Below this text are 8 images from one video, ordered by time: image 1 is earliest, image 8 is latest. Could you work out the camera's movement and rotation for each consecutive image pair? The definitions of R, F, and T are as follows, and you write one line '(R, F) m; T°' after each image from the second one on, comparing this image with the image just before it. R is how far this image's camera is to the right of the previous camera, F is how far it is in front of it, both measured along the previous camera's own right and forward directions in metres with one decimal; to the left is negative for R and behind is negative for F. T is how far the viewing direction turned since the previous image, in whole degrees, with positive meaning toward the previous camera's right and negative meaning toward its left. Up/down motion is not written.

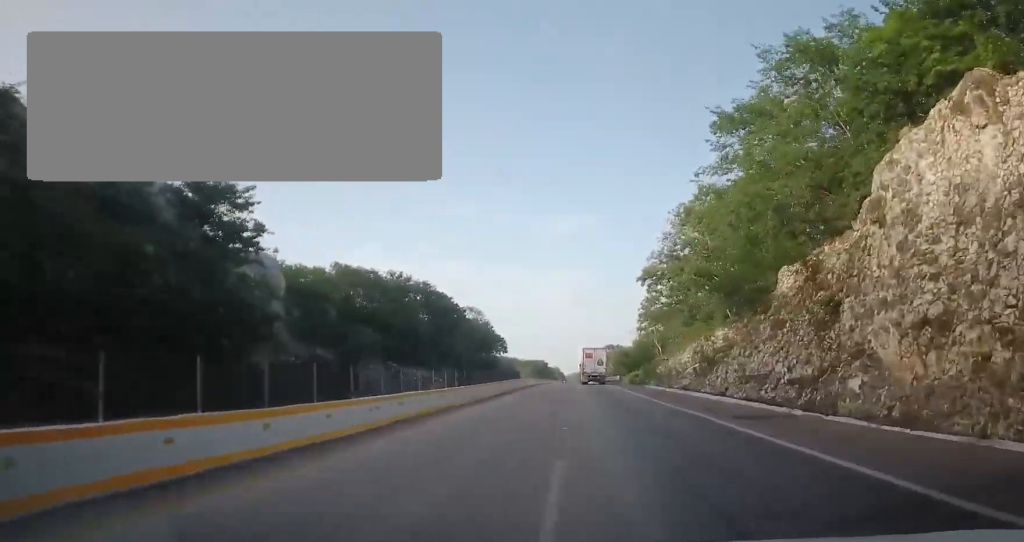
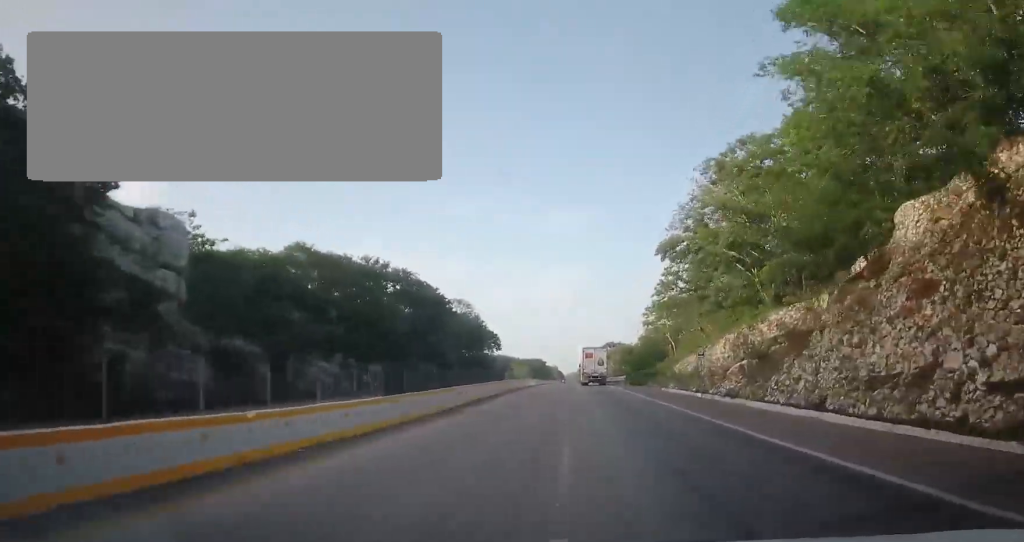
(+0.1, +11.7) m; 0°
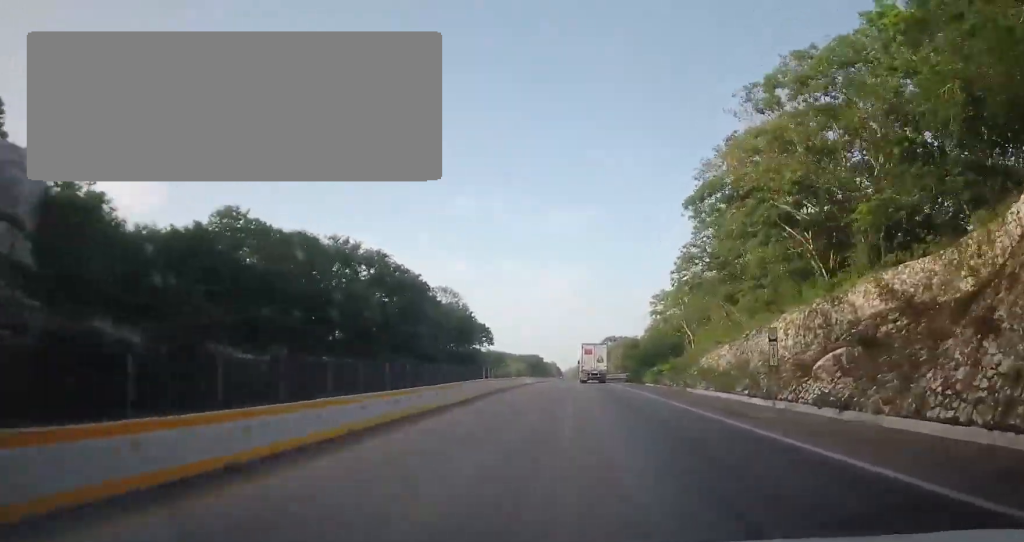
(0.0, +11.3) m; 0°
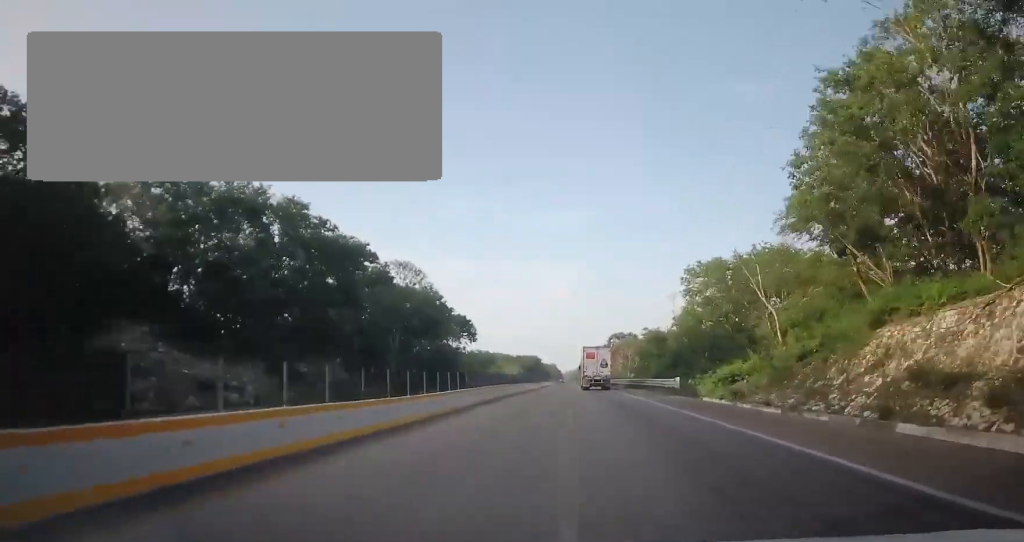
(0.0, +25.1) m; 0°
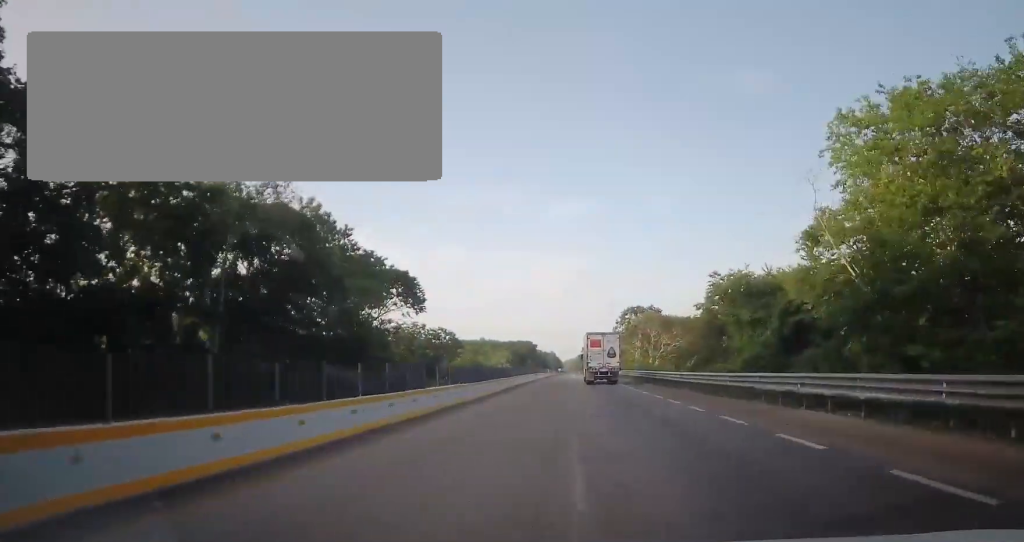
(0.0, +39.0) m; -1°
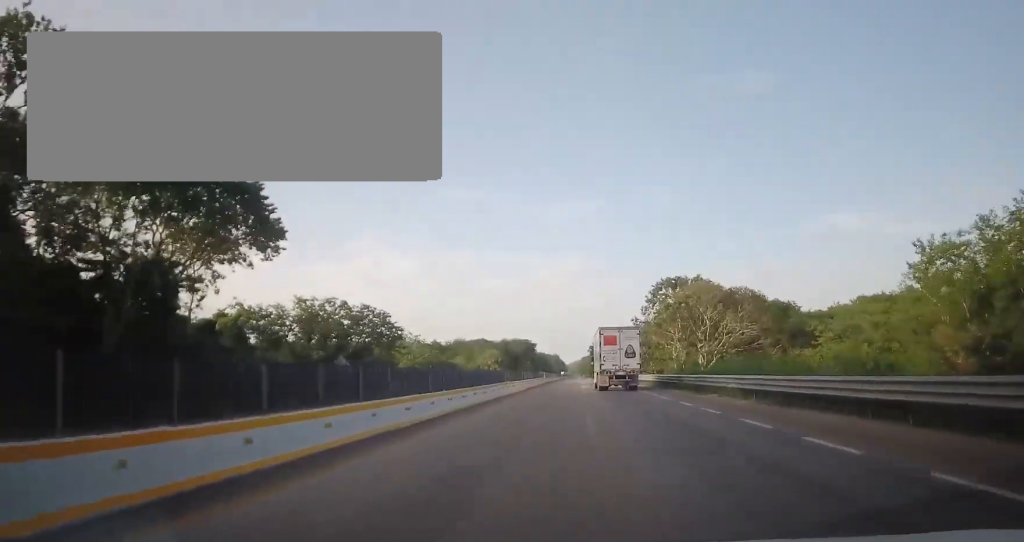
(-0.6, +38.2) m; -1°
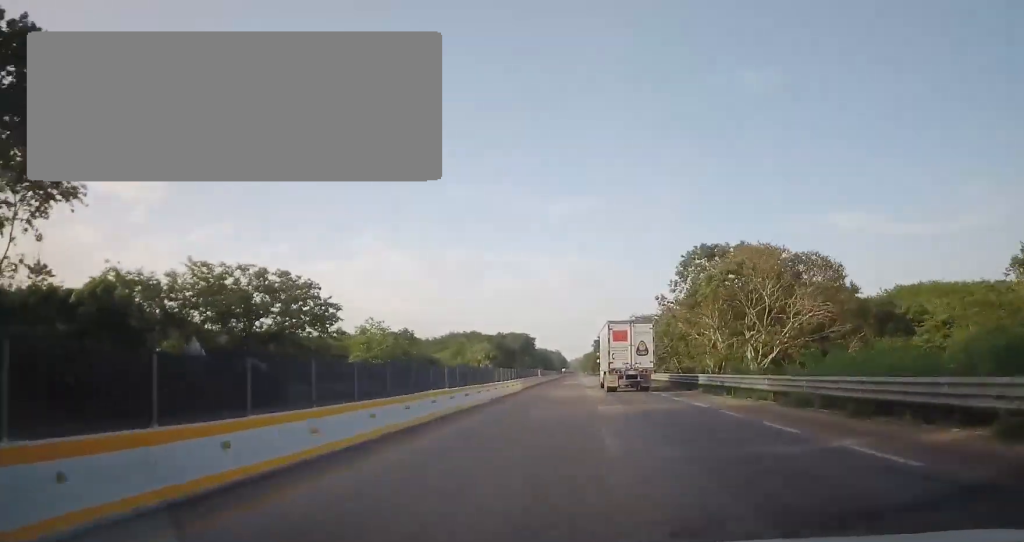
(-0.1, +18.7) m; 0°
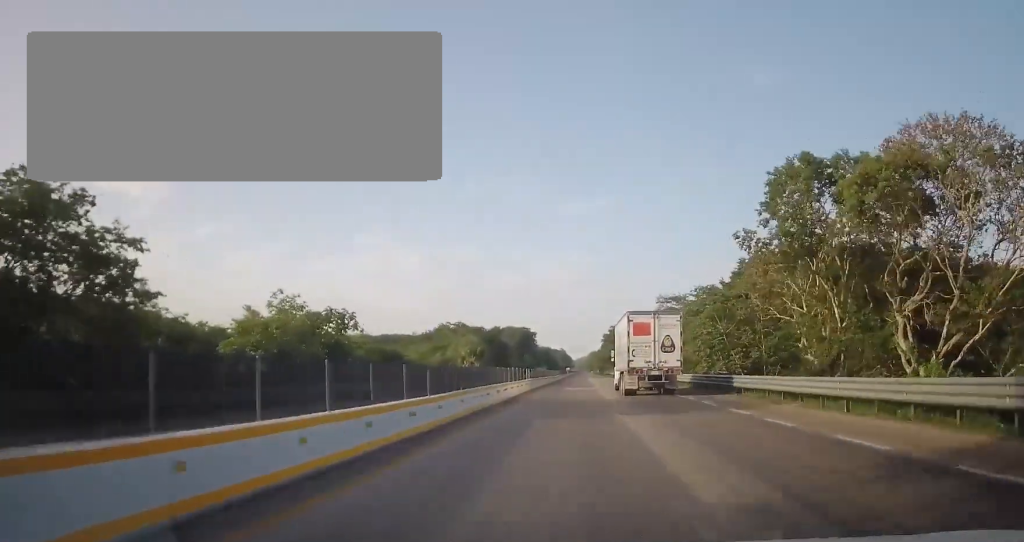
(+0.1, +24.2) m; -1°
